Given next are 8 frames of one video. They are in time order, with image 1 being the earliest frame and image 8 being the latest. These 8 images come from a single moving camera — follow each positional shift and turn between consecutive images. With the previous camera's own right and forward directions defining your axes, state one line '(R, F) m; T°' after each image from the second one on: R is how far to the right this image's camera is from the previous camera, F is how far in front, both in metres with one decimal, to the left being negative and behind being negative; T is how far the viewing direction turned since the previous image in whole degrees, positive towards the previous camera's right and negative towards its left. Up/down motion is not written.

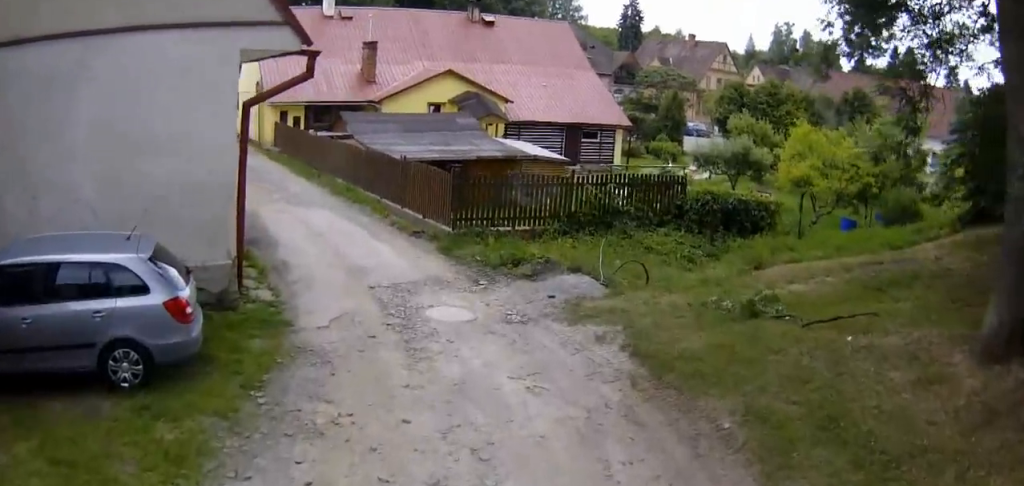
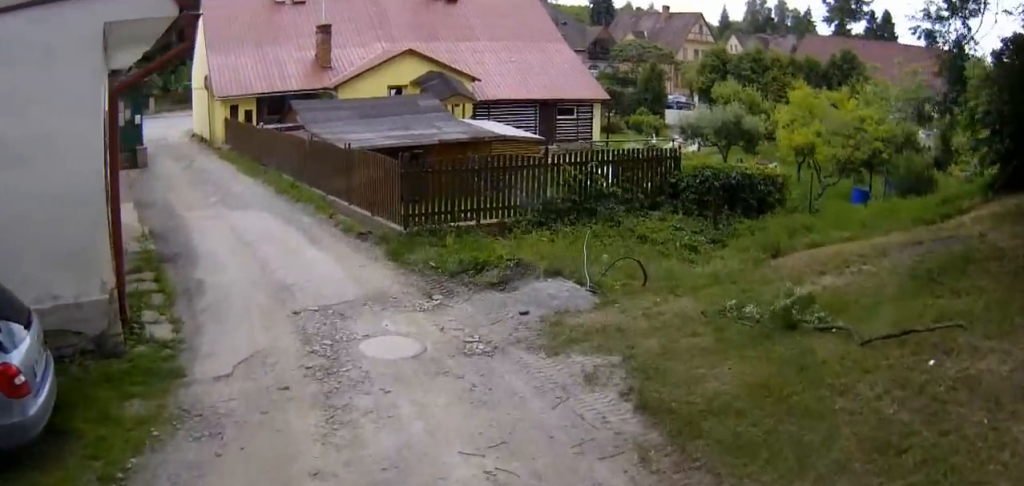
(0.0, +2.6) m; +1°
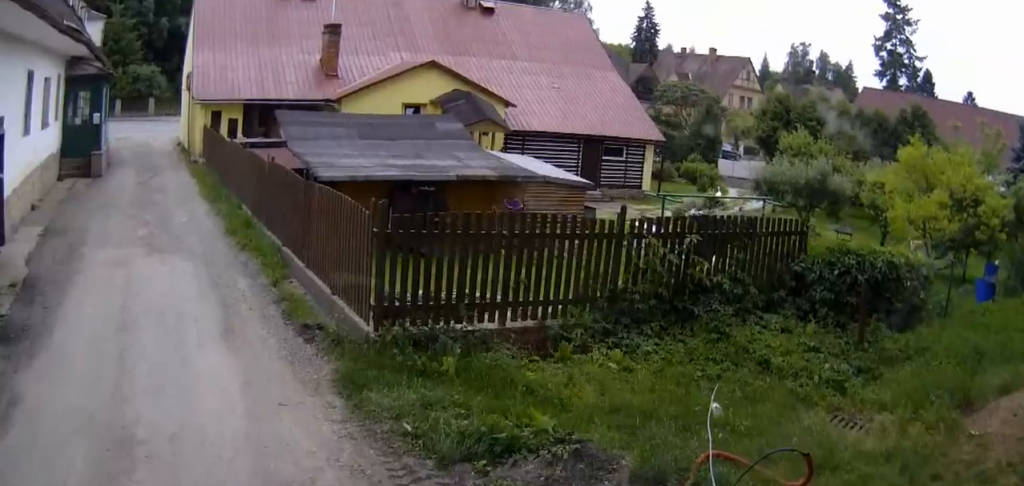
(-0.1, +5.5) m; -5°
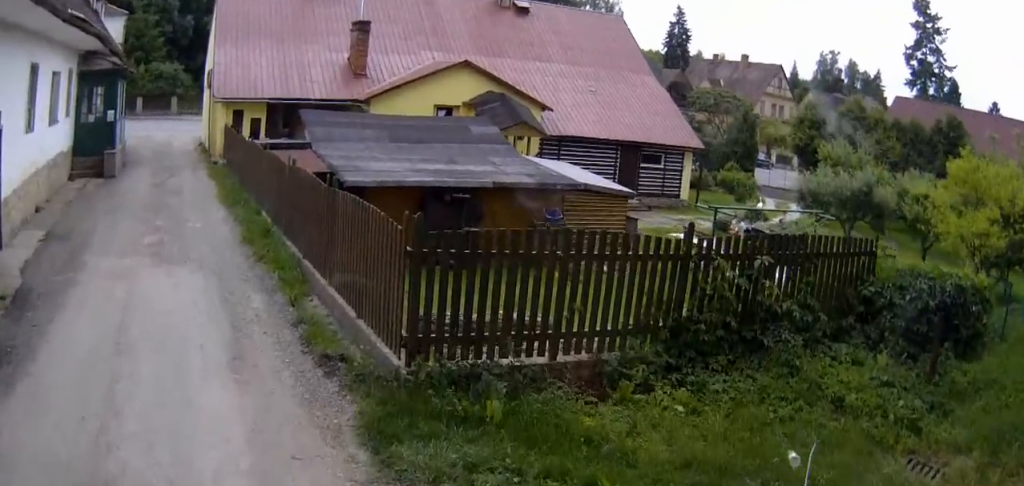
(-0.1, +1.1) m; -2°
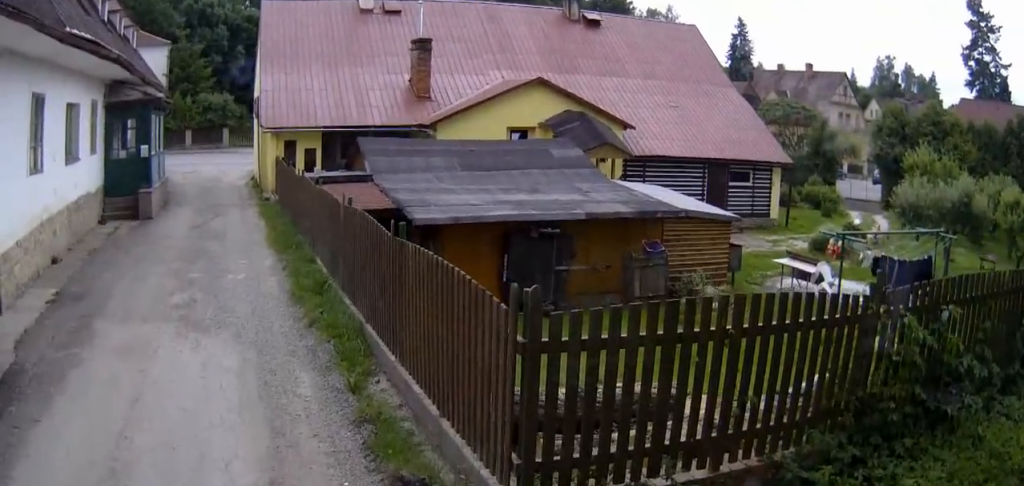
(0.0, +3.0) m; -5°
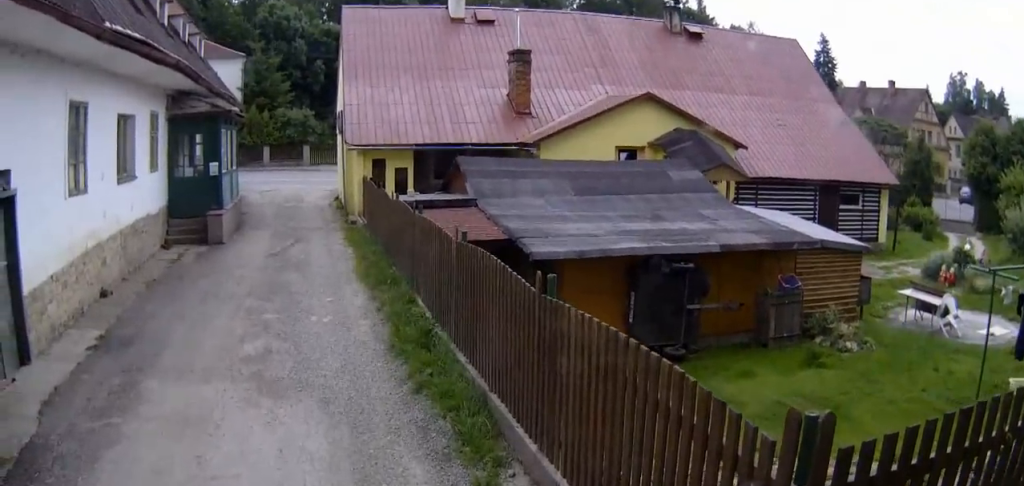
(-0.3, +2.4) m; -7°
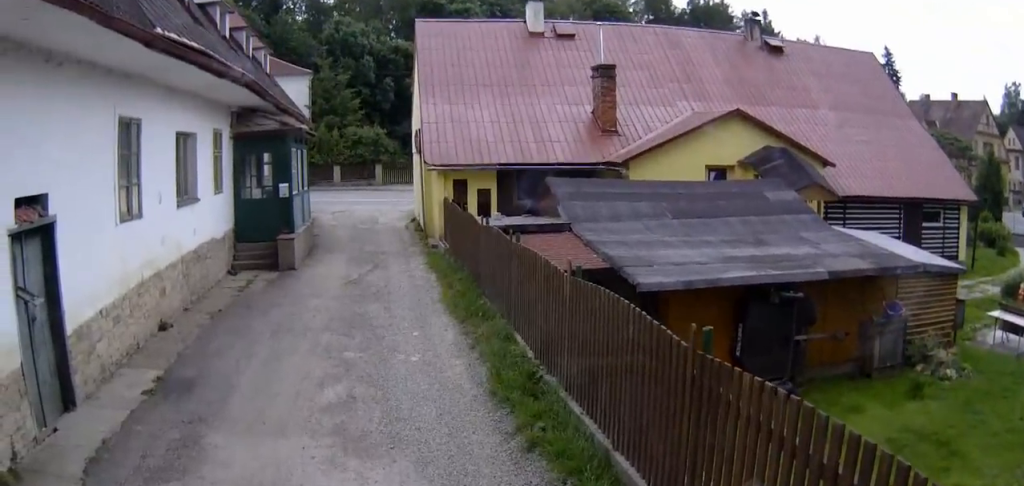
(0.0, +1.4) m; 0°
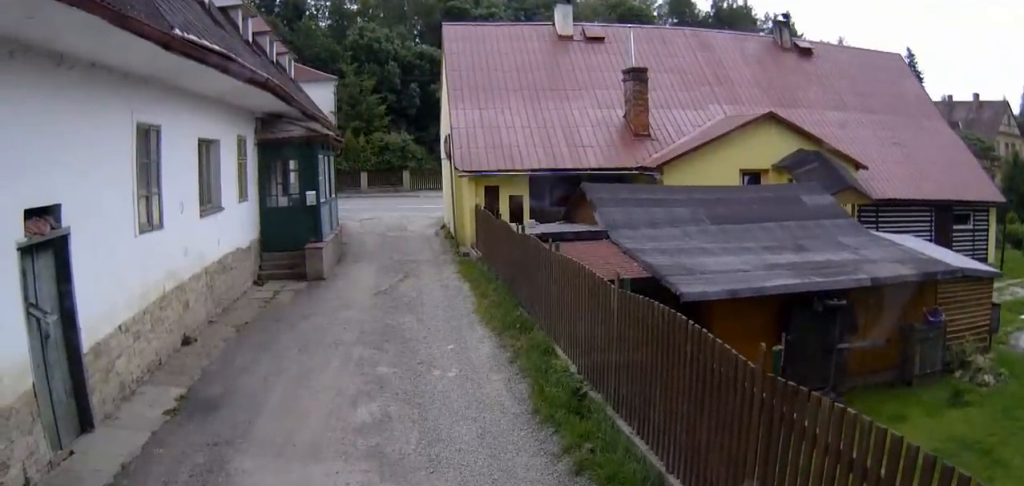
(-0.1, +0.4) m; 0°
